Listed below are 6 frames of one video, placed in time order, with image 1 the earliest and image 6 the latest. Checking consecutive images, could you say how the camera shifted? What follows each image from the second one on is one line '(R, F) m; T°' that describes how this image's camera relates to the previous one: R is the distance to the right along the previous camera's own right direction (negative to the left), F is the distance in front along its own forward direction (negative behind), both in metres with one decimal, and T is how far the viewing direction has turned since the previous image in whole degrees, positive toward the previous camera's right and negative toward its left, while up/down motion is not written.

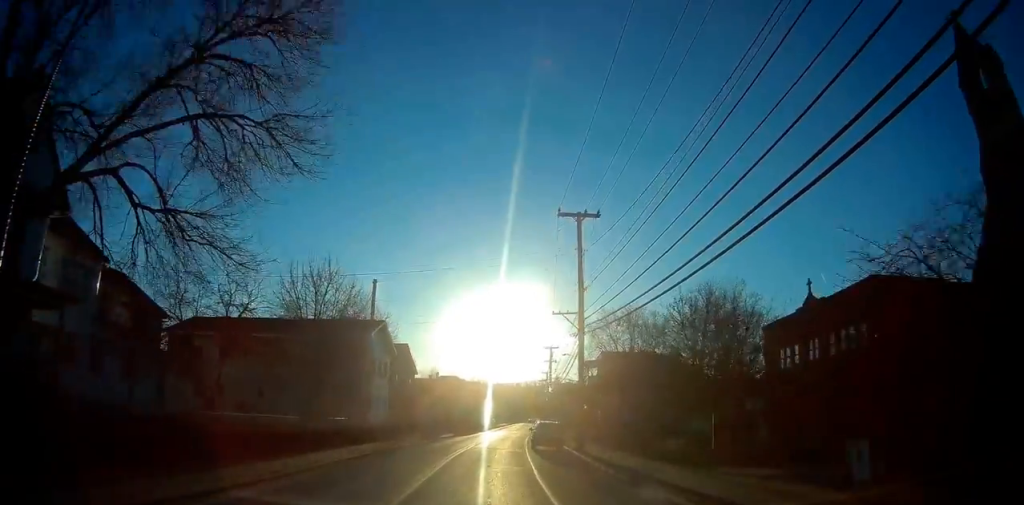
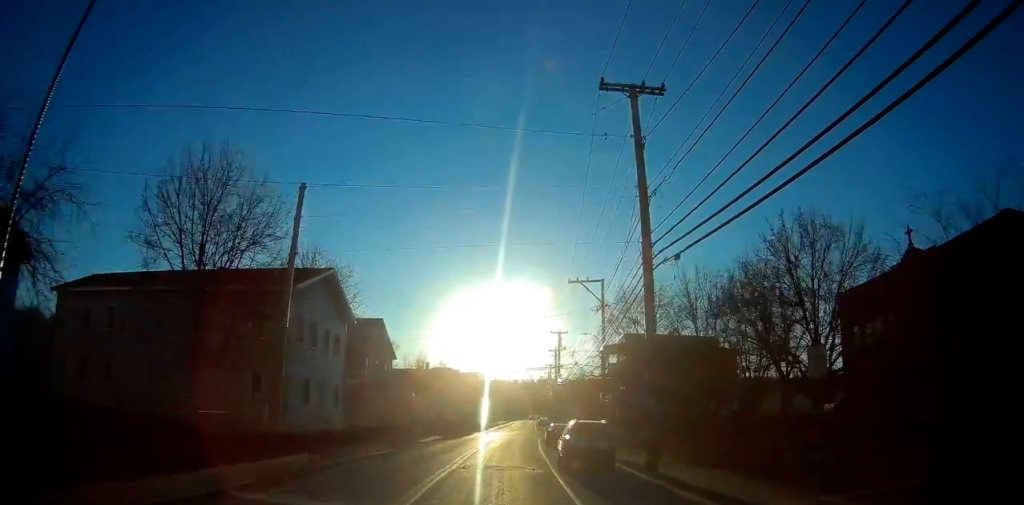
(-0.3, +13.8) m; -1°
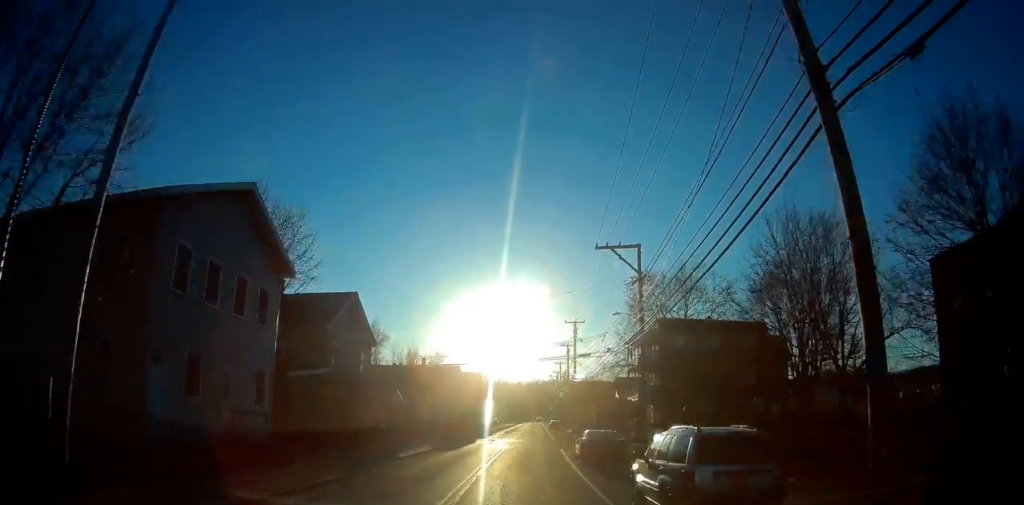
(+0.1, +11.0) m; +2°
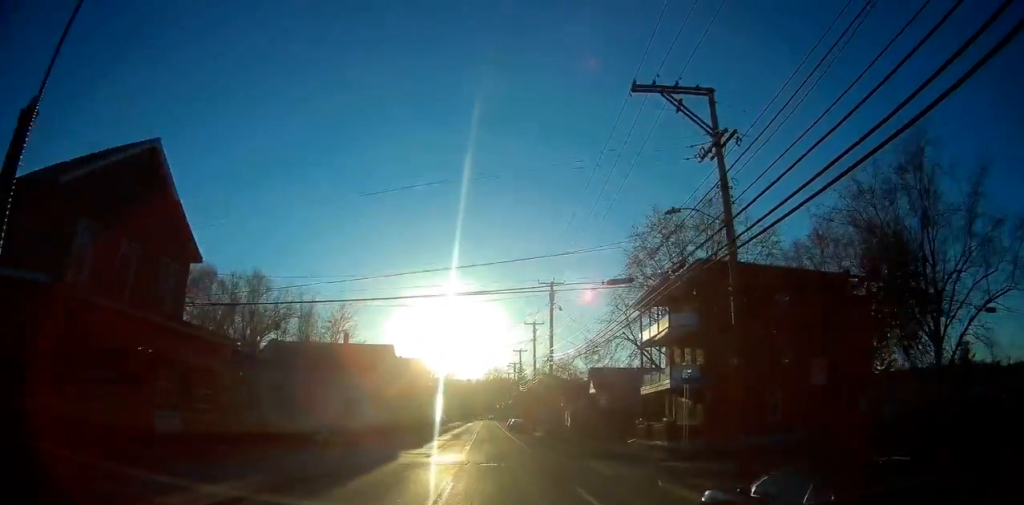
(+0.6, +20.5) m; +3°
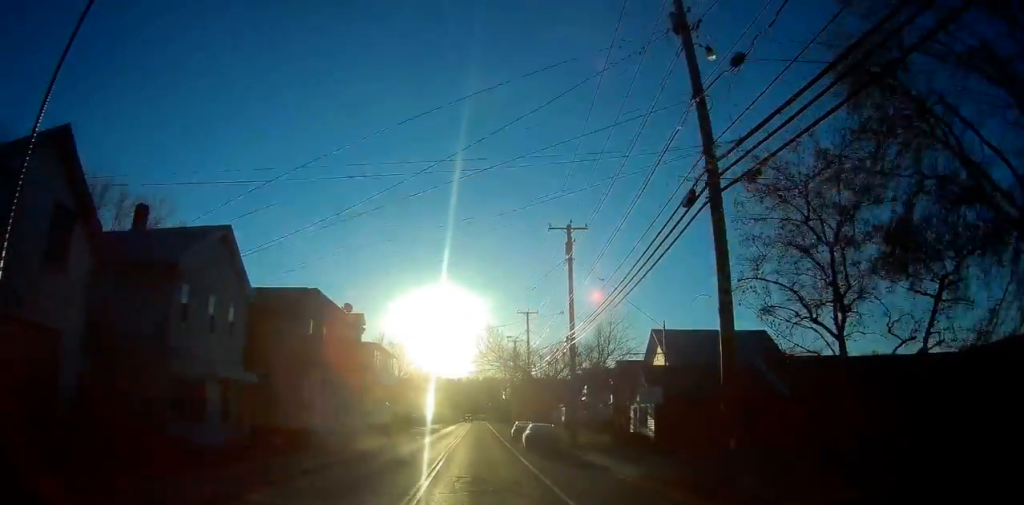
(+1.3, +37.2) m; +2°
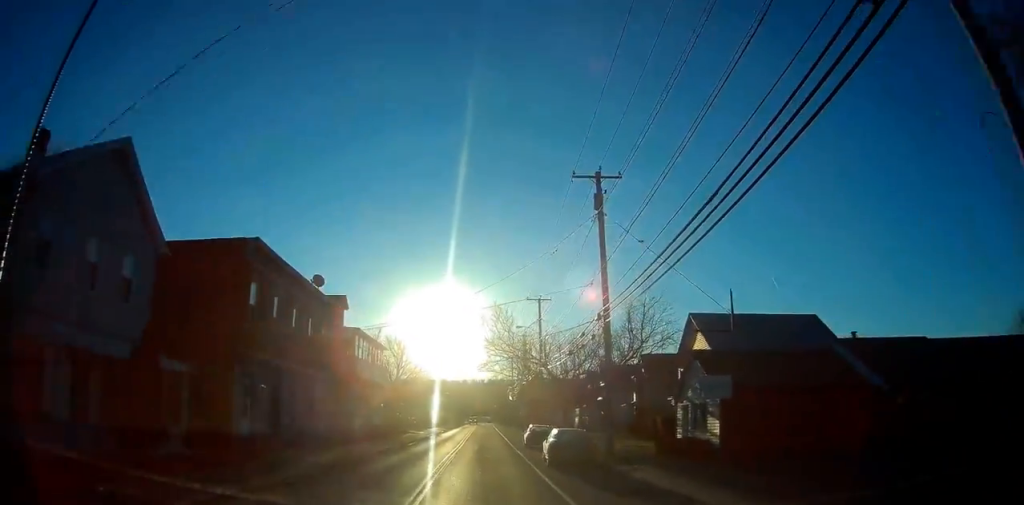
(+0.1, +8.2) m; +1°
